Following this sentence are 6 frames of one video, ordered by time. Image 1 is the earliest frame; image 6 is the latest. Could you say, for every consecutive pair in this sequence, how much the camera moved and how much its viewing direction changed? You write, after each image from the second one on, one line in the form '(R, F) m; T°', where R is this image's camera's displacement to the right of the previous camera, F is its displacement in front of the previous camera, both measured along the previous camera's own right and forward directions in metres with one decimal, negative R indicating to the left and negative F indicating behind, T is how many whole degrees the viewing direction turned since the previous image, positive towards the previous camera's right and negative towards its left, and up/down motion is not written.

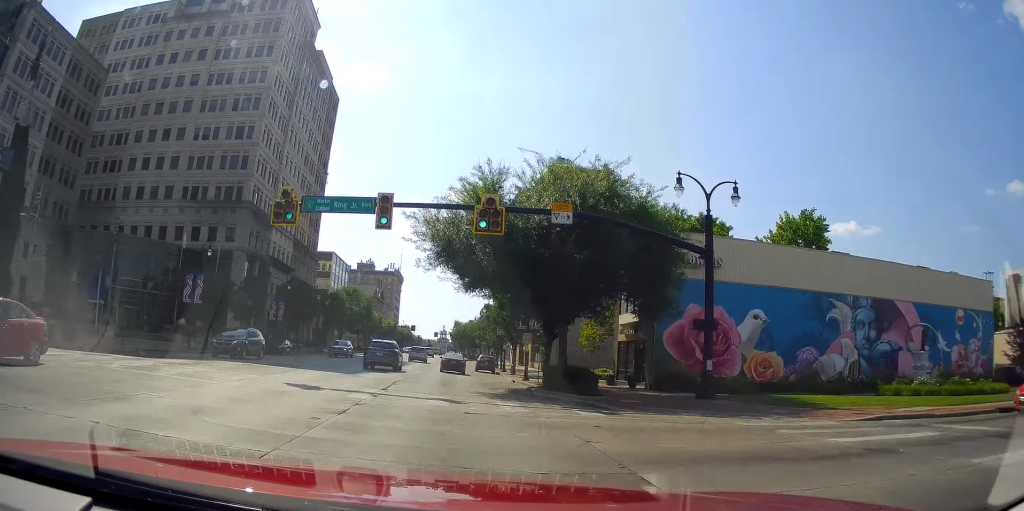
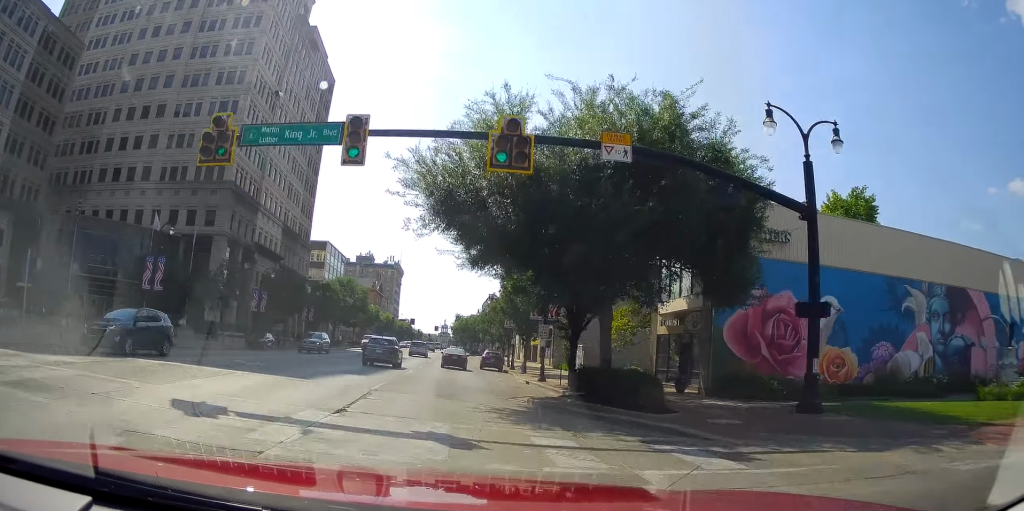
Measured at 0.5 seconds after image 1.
(0.0, +7.3) m; 0°
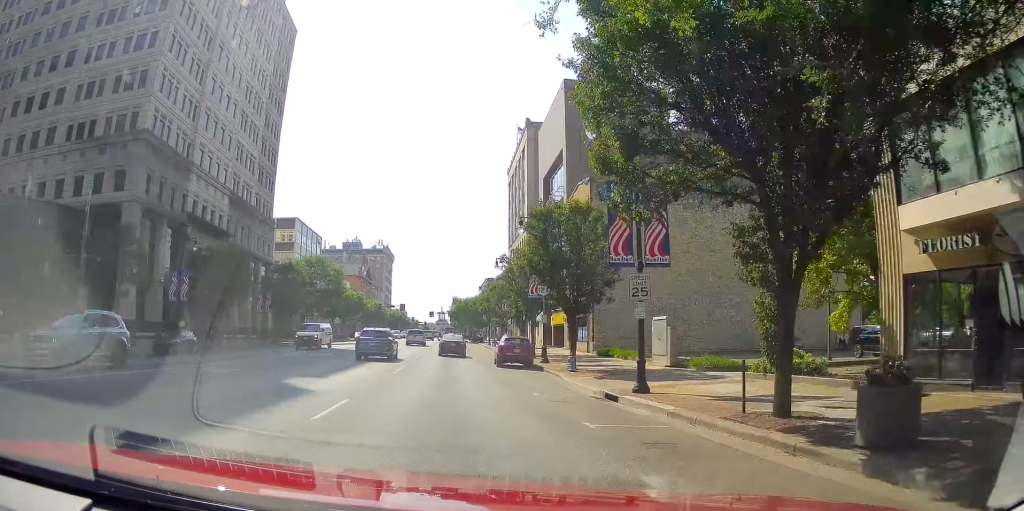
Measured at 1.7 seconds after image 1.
(-0.1, +19.1) m; 0°
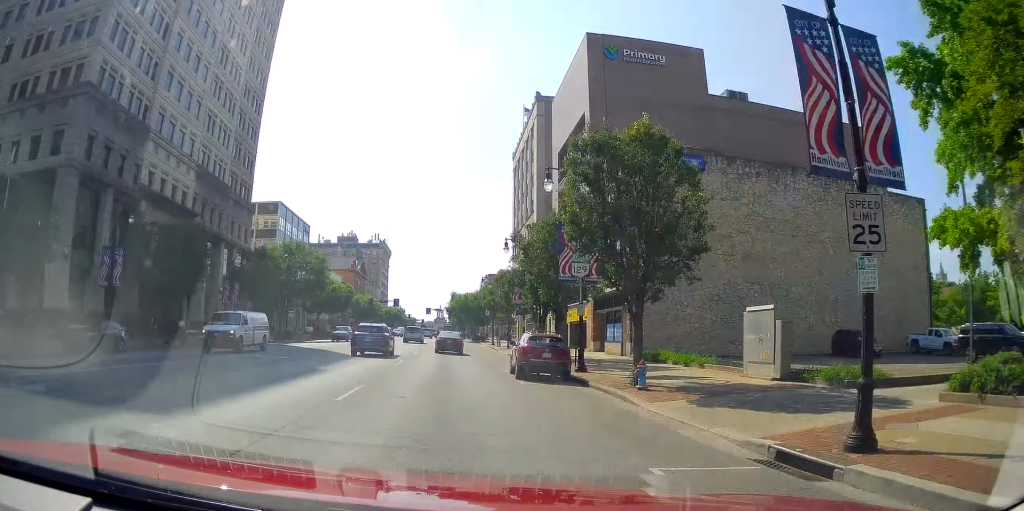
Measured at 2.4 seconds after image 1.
(0.0, +10.1) m; -1°
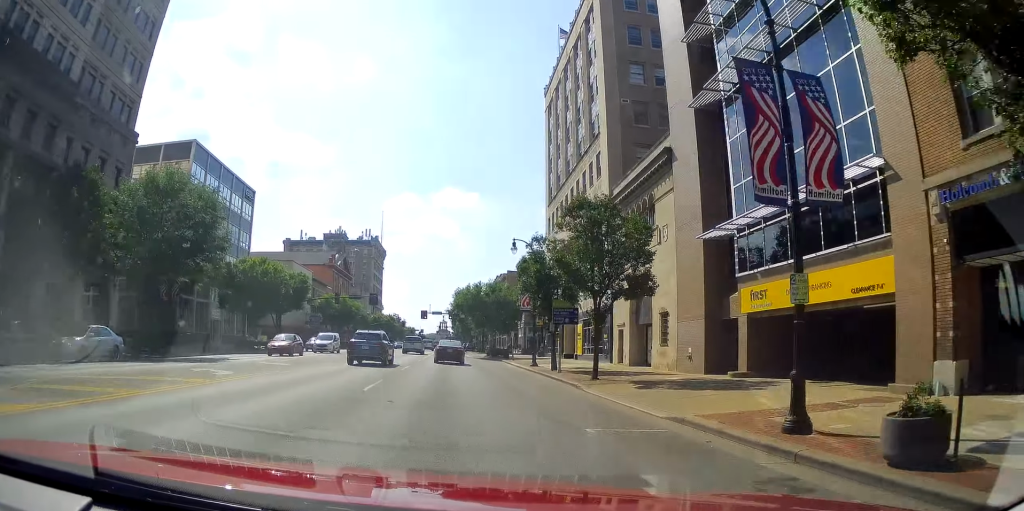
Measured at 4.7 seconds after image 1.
(-0.3, +34.4) m; 0°
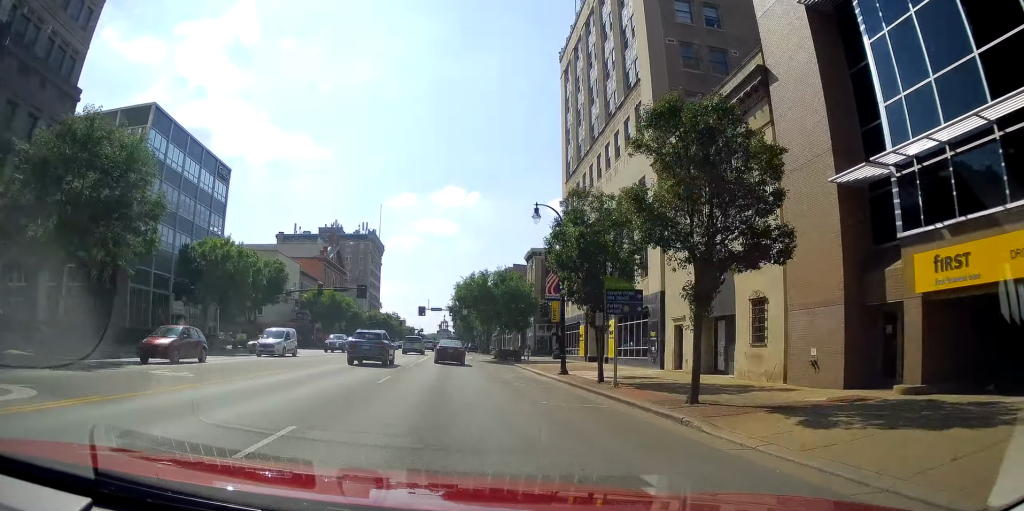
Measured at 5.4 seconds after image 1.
(0.0, +10.0) m; -1°
